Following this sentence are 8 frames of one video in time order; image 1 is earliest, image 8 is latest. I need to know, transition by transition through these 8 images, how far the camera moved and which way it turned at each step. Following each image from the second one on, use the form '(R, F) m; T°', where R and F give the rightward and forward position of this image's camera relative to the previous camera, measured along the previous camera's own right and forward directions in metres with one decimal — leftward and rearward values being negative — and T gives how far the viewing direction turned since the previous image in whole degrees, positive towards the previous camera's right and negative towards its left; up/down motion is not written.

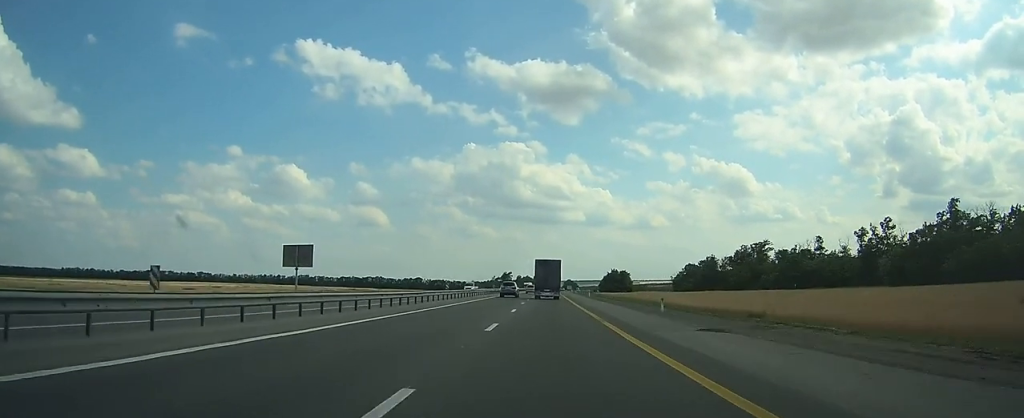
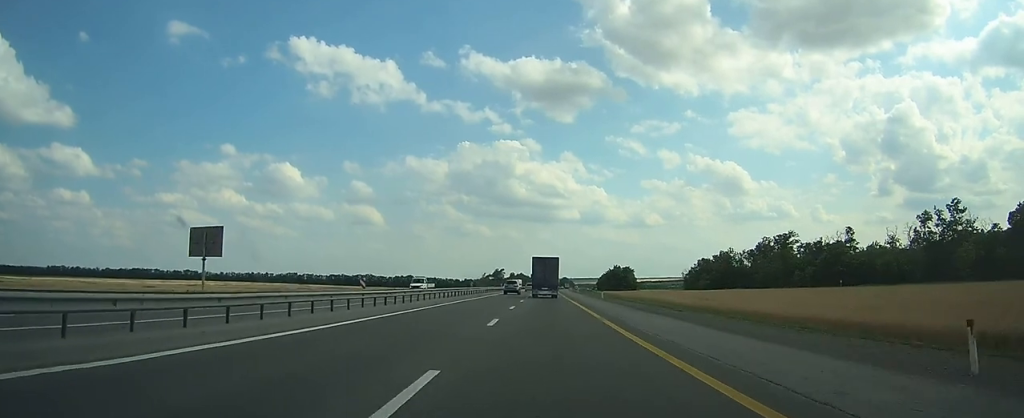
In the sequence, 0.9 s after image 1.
(0.0, +22.8) m; +1°
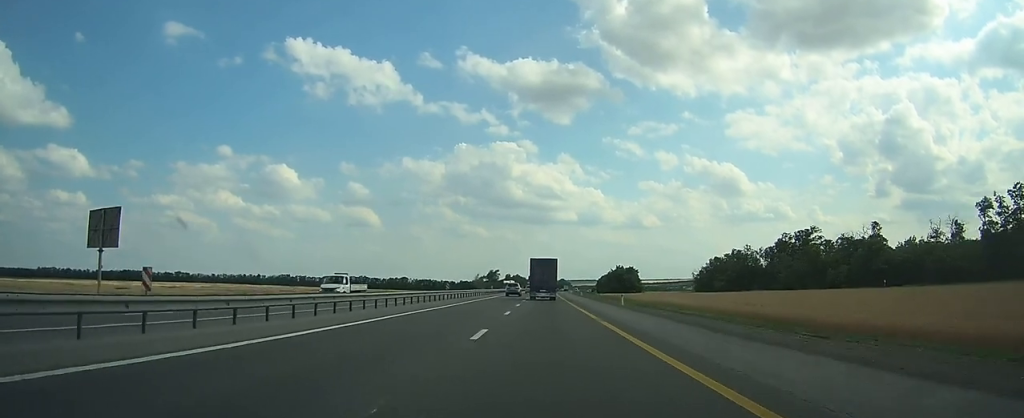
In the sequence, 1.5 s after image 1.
(+0.1, +15.6) m; 0°
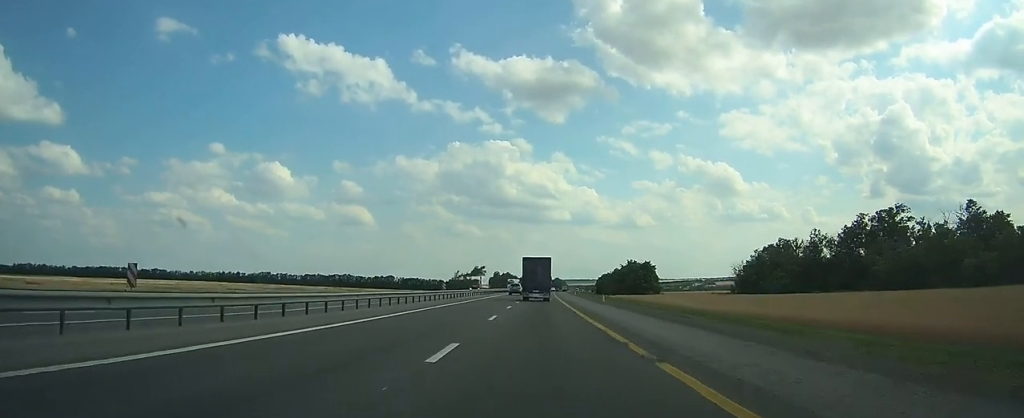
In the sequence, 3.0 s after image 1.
(+0.3, +40.5) m; +1°
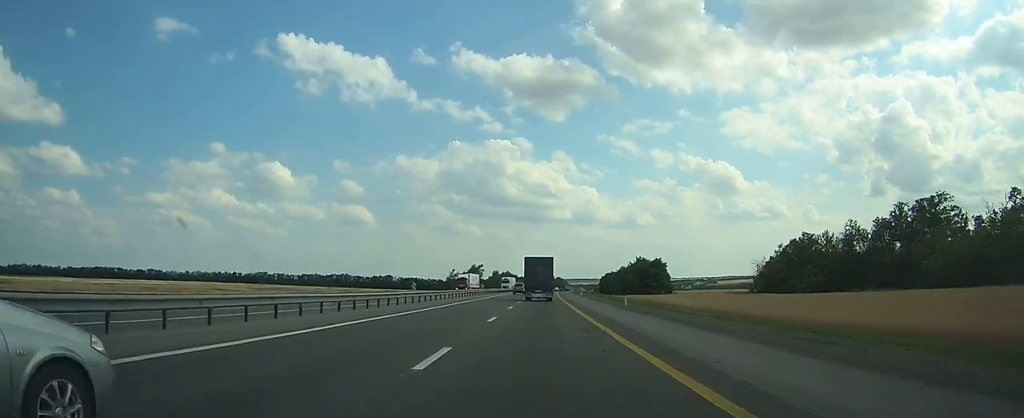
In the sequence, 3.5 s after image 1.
(+0.1, +12.8) m; 0°
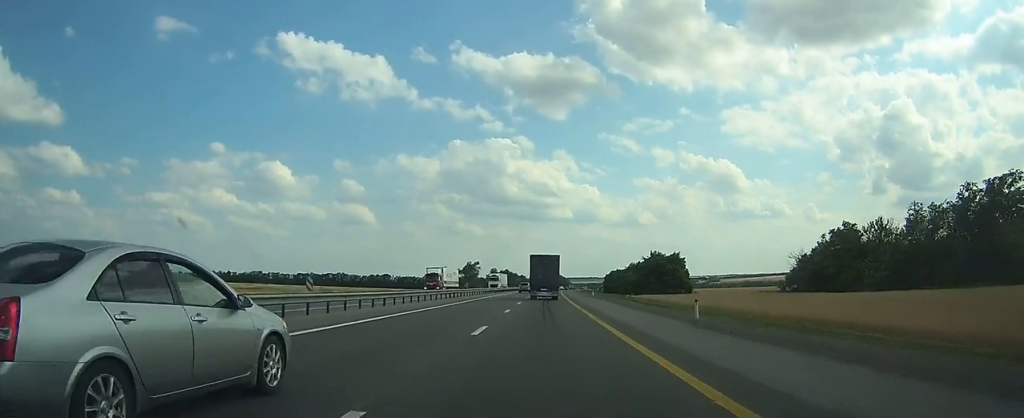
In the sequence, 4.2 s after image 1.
(+0.1, +17.9) m; 0°
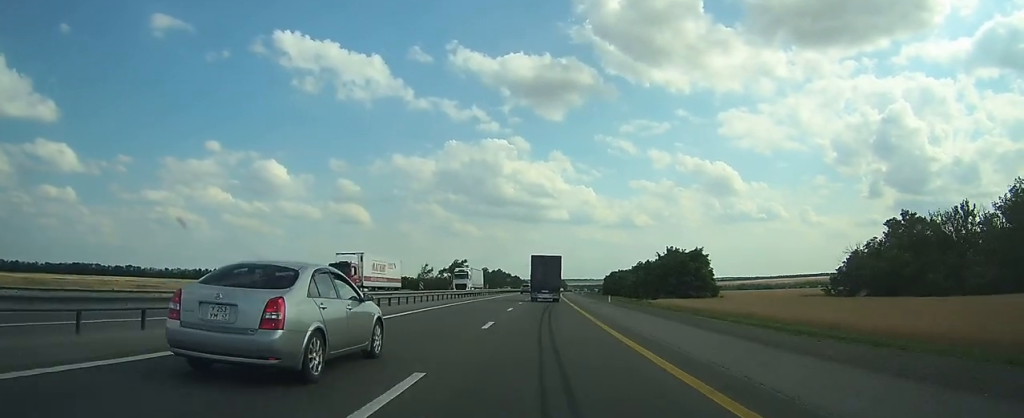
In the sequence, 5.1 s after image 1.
(0.0, +21.2) m; 0°
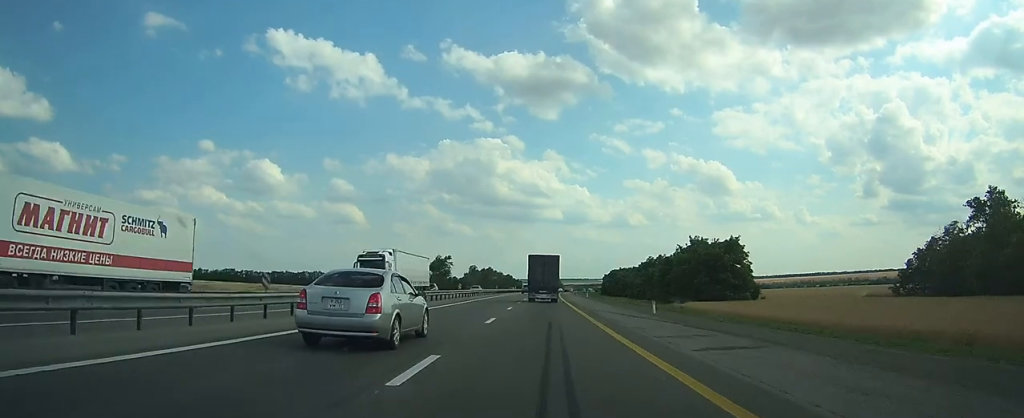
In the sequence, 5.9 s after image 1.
(0.0, +22.0) m; 0°
